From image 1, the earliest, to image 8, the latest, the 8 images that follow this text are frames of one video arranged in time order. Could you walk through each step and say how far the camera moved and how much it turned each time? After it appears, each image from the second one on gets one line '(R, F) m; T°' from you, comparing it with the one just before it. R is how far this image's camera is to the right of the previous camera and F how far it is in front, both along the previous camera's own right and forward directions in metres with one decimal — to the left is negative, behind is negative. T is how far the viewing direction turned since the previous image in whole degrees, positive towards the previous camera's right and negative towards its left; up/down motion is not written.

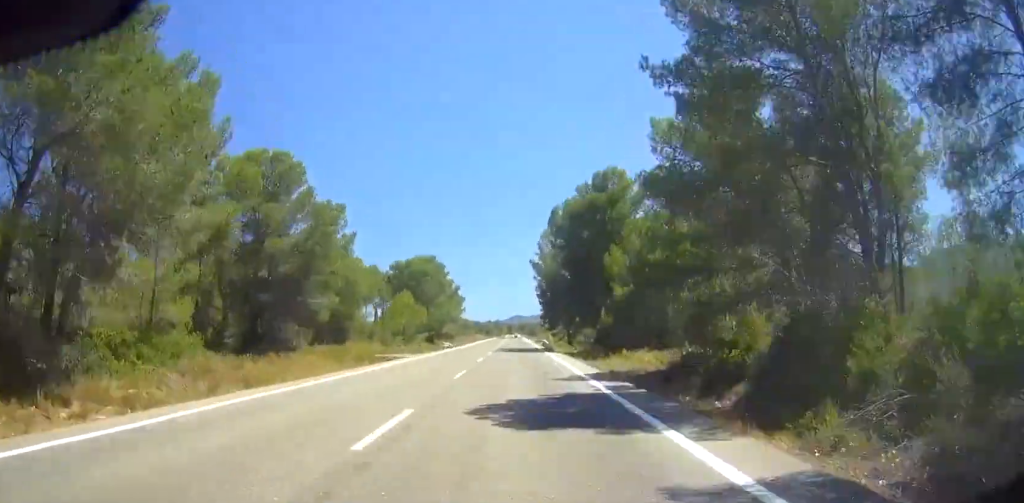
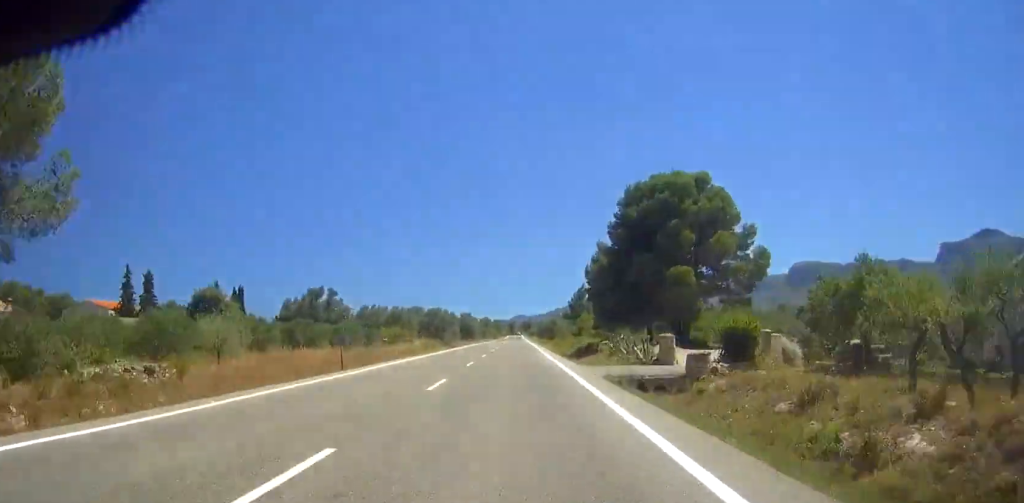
(-0.2, +120.3) m; 0°
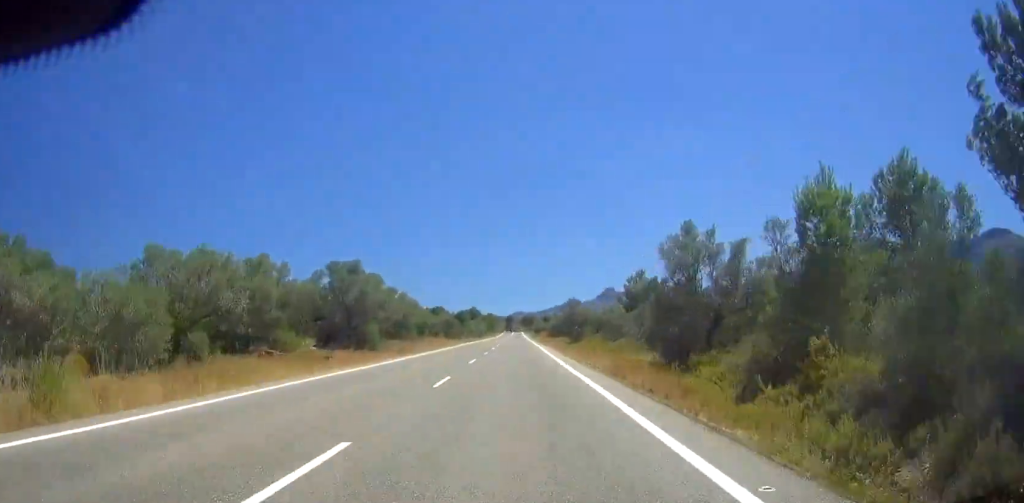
(0.0, +116.2) m; 0°
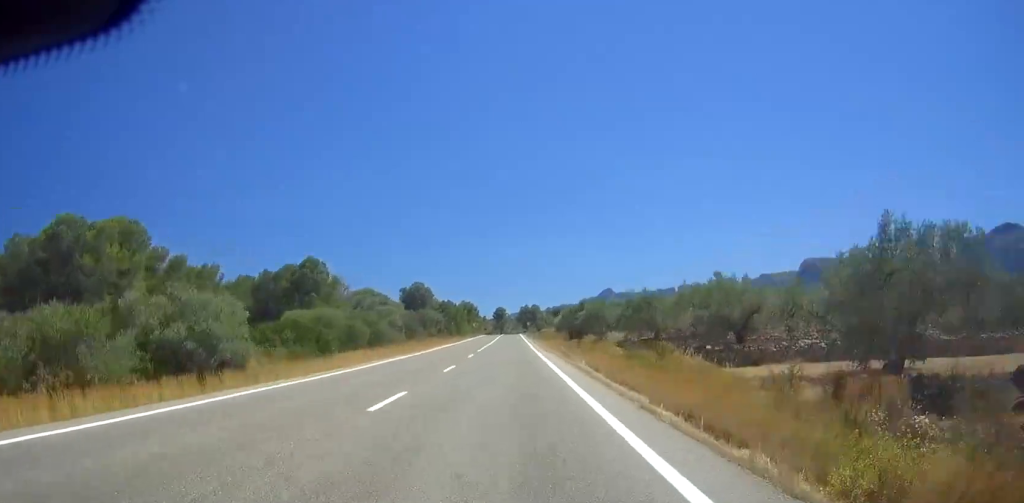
(+0.5, +172.6) m; 0°
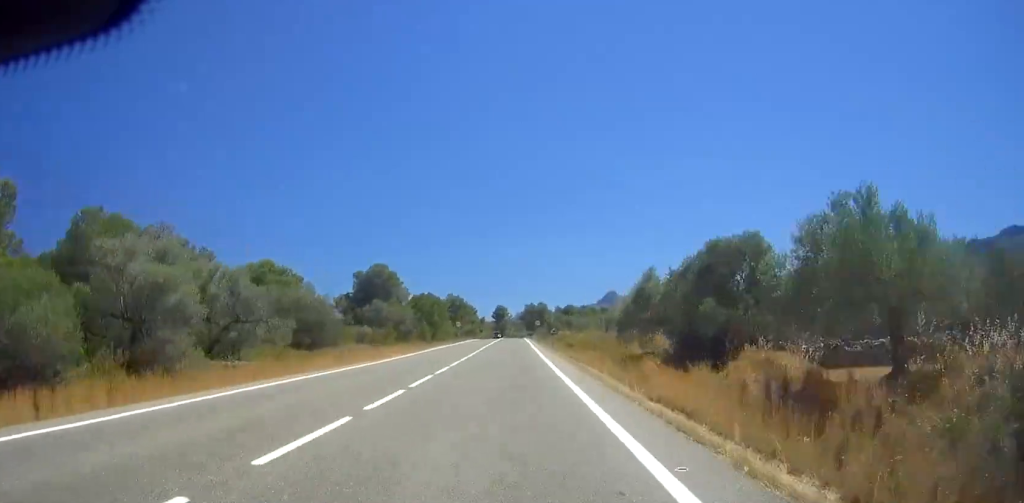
(0.0, +48.2) m; 0°
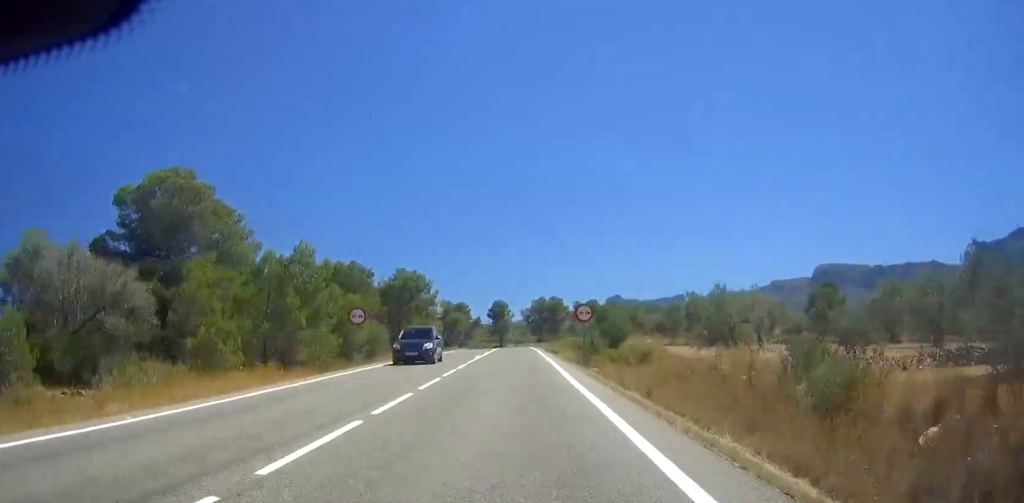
(-0.2, +68.2) m; -1°
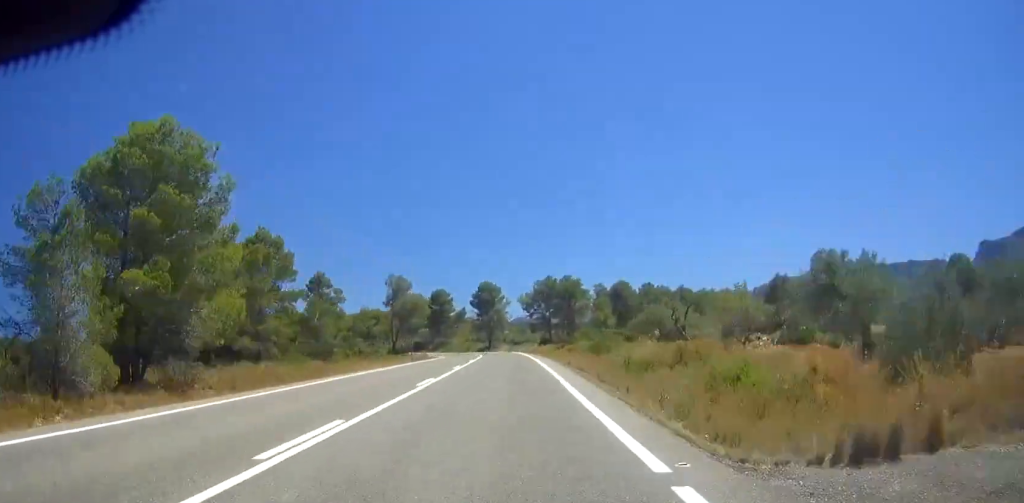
(-0.4, +60.2) m; -3°
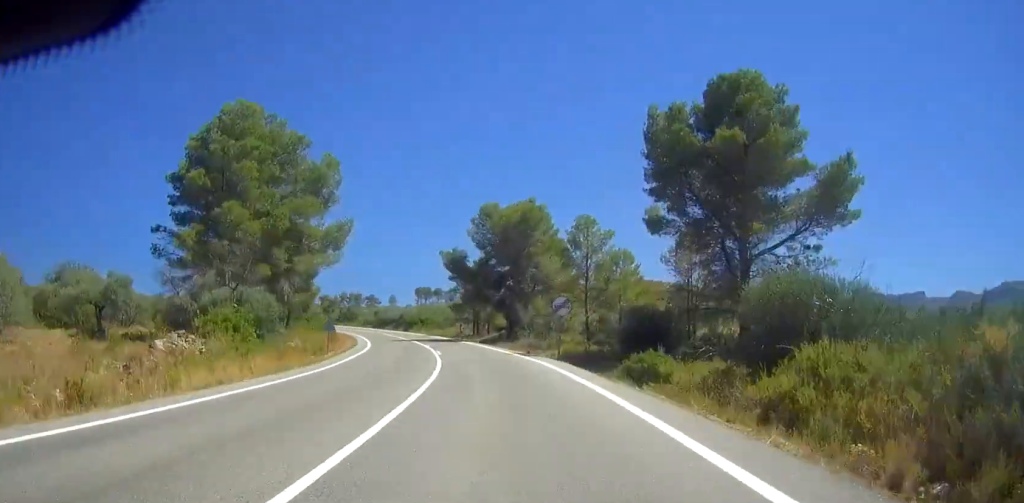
(-17.6, +150.2) m; -20°
